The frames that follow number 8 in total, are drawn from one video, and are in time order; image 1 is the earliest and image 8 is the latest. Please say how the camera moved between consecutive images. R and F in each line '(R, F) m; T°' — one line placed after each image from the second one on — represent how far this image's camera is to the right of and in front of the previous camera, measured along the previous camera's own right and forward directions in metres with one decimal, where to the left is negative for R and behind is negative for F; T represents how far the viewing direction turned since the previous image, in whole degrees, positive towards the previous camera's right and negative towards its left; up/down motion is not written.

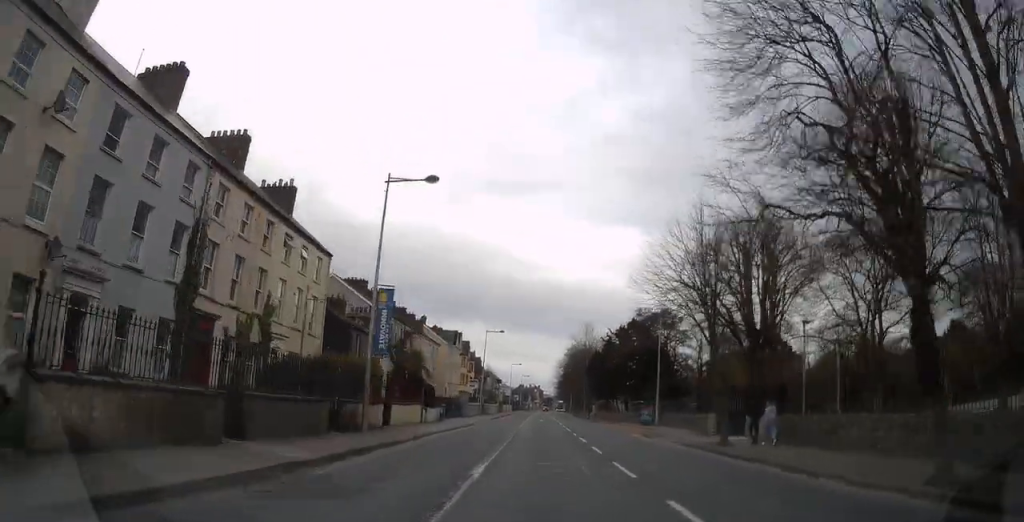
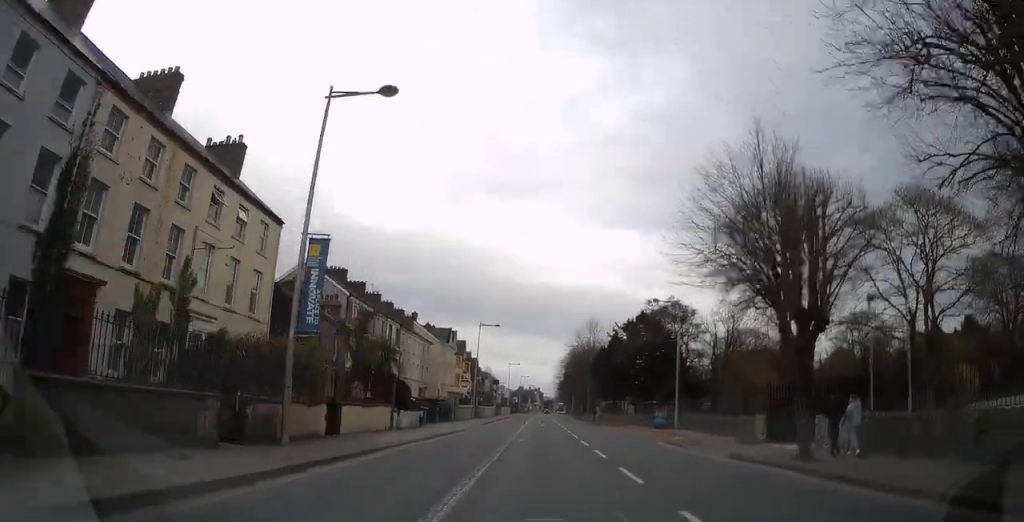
(0.0, +6.9) m; 0°
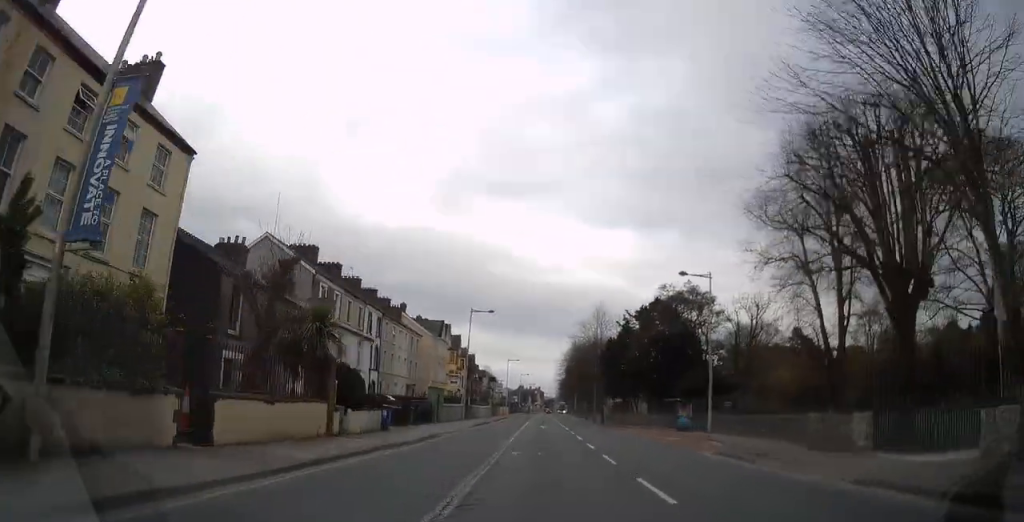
(+0.1, +8.5) m; +1°
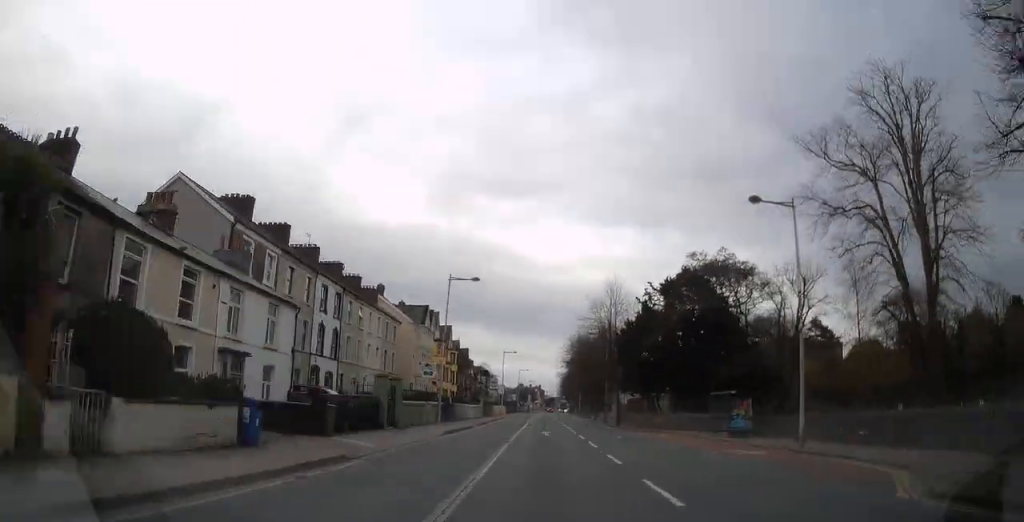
(+0.2, +12.7) m; +1°
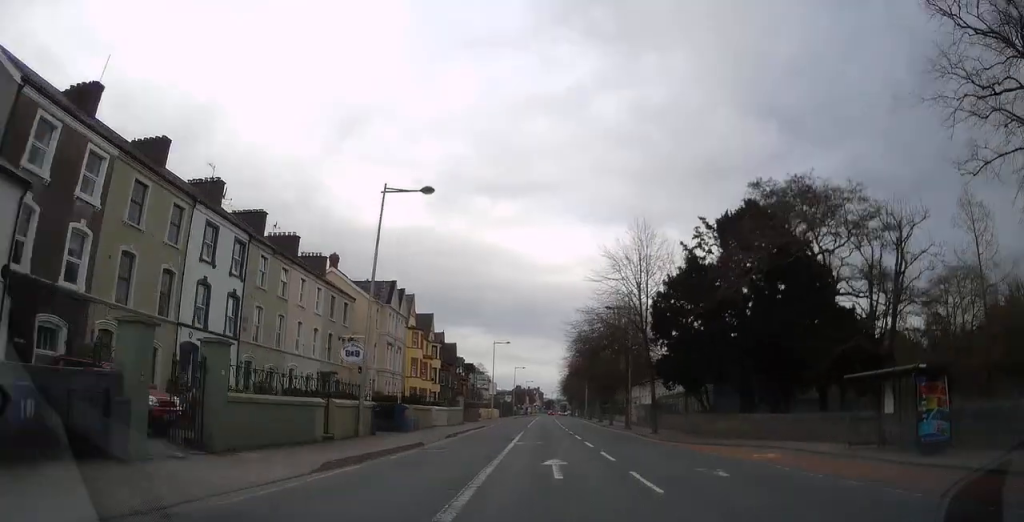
(+0.2, +16.8) m; +1°
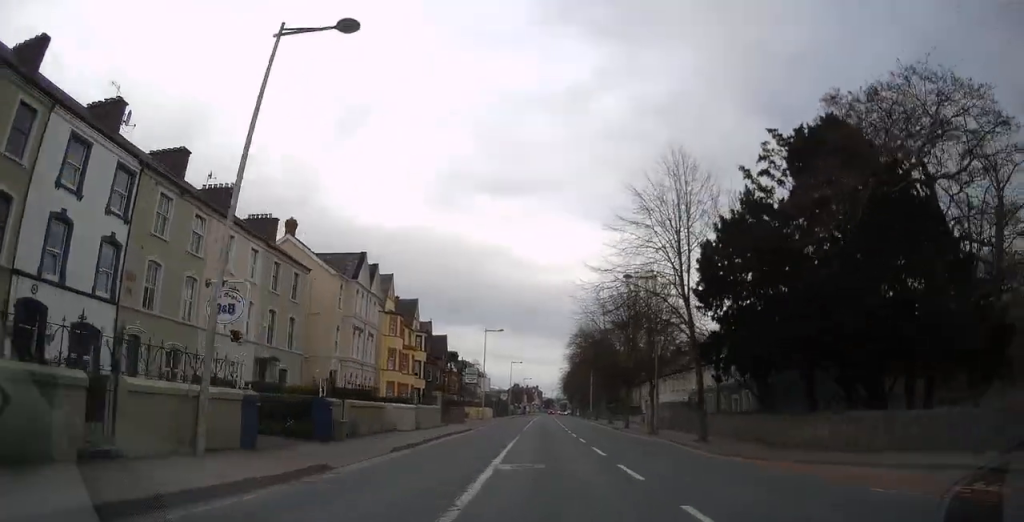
(0.0, +10.7) m; -1°
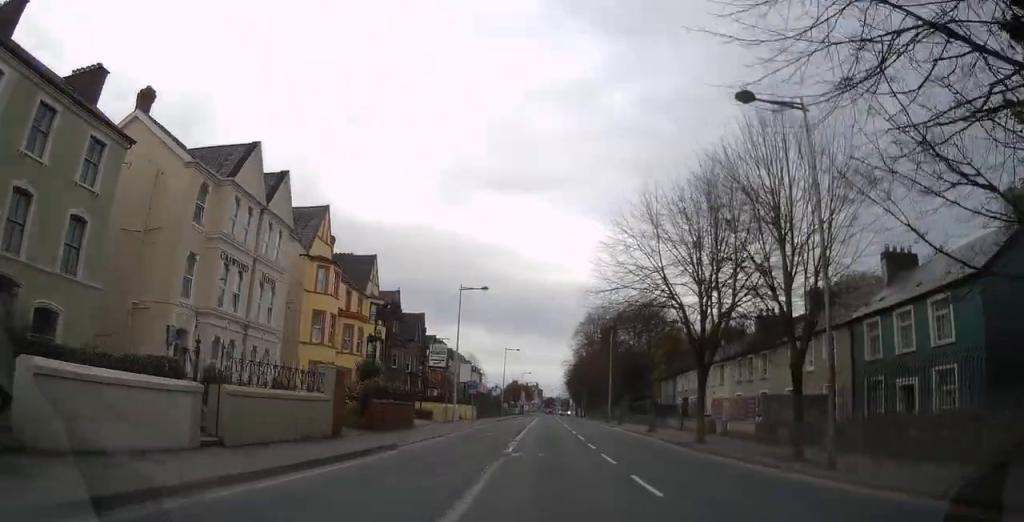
(-0.6, +21.3) m; -3°
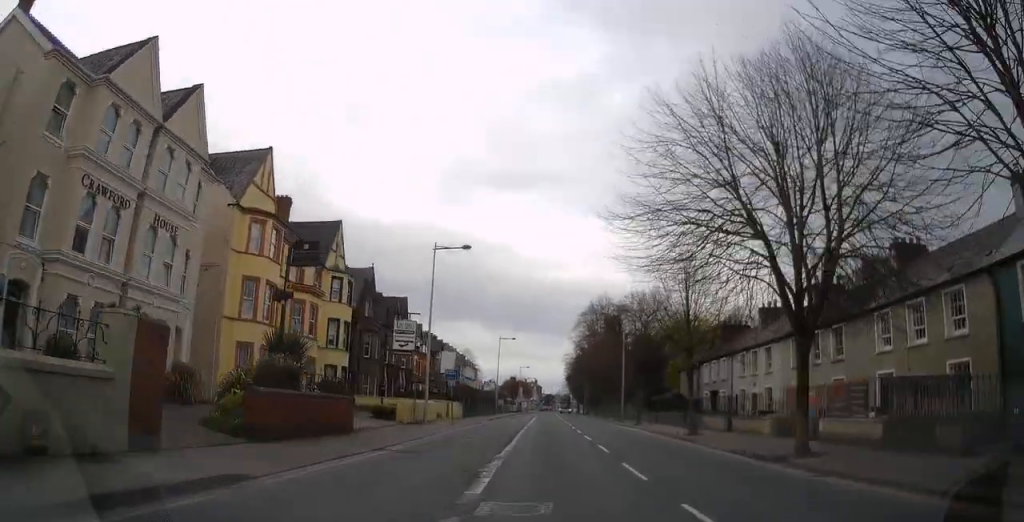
(0.0, +10.2) m; 0°
